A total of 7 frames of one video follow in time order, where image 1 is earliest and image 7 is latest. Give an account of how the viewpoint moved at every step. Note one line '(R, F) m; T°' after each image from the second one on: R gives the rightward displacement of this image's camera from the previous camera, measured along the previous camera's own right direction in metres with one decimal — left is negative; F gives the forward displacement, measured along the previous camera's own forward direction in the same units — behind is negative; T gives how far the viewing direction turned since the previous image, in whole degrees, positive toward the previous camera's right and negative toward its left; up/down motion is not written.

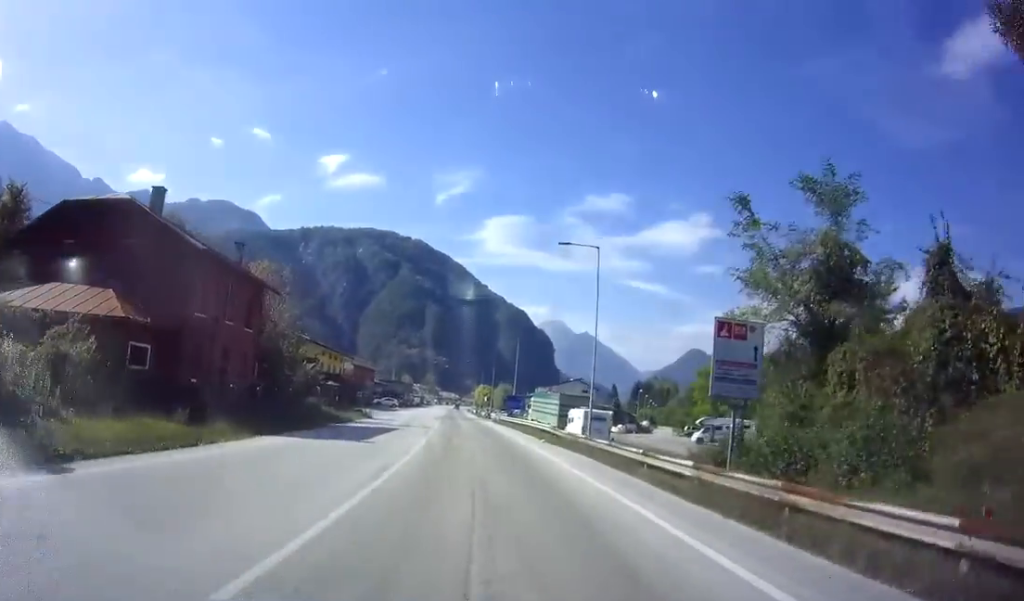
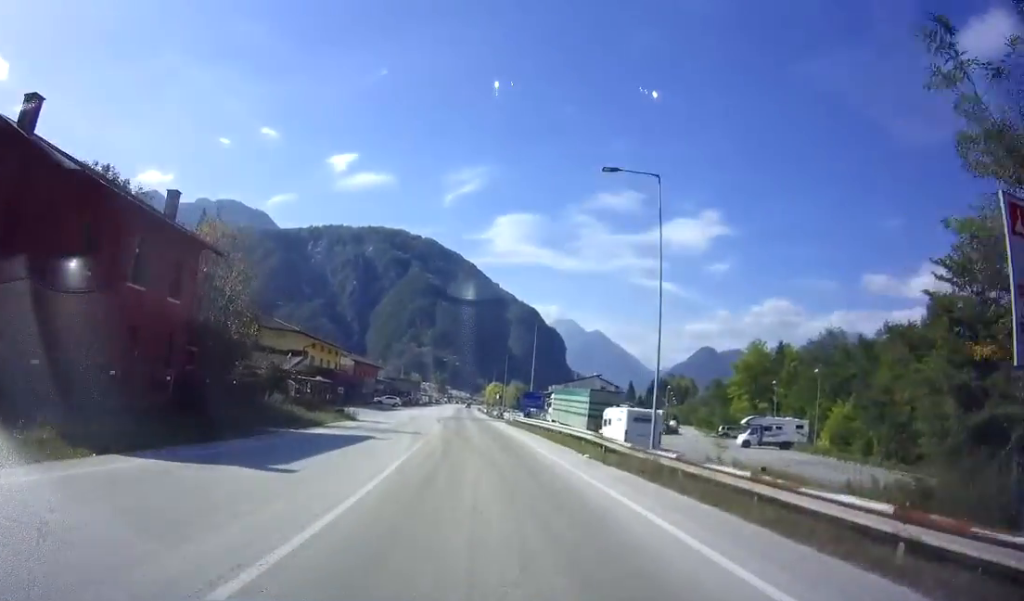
(+0.1, +10.1) m; -1°
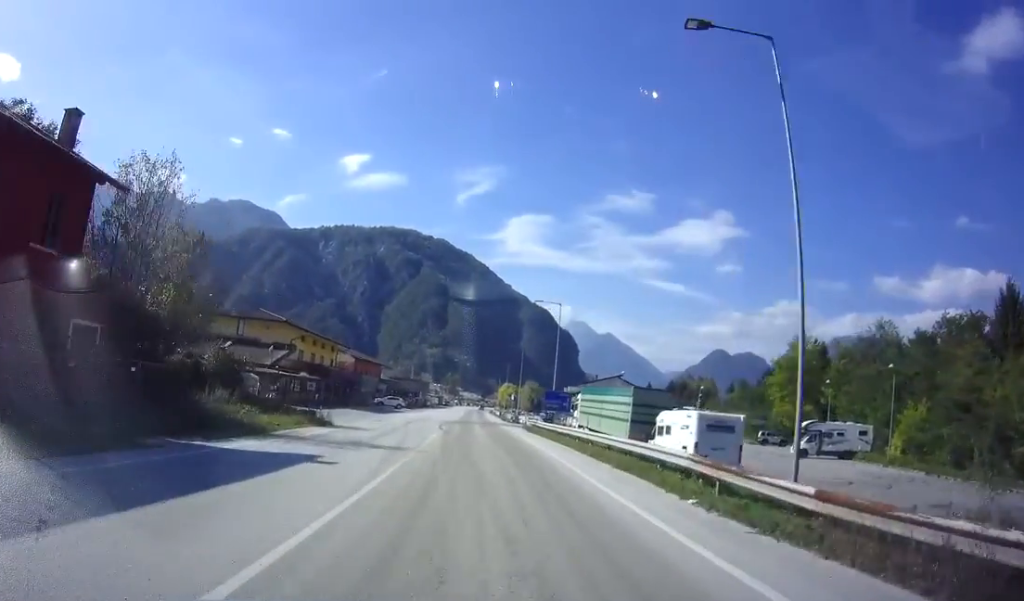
(-0.2, +9.1) m; -2°
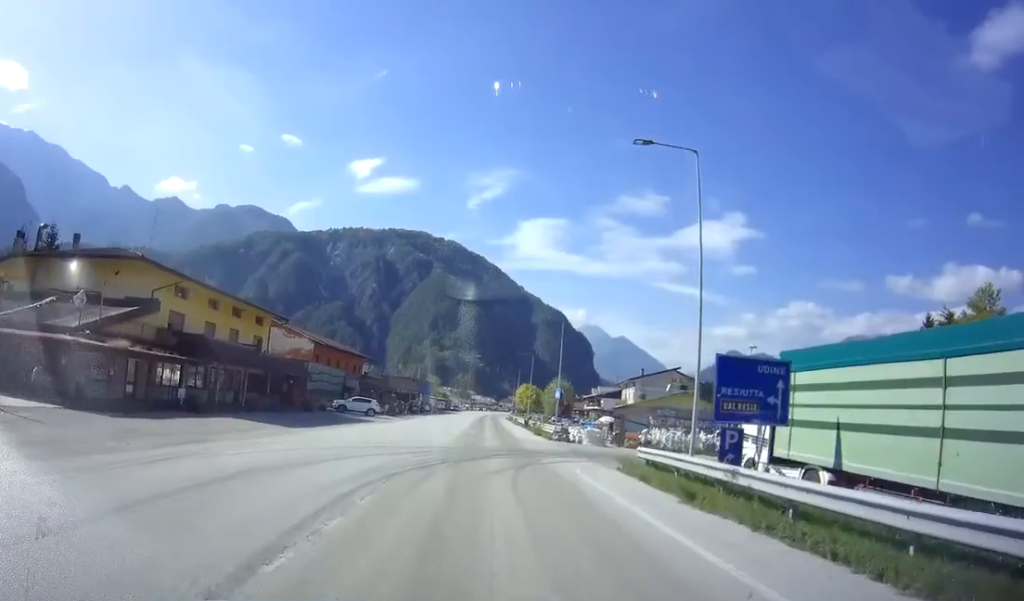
(-0.3, +28.9) m; -2°
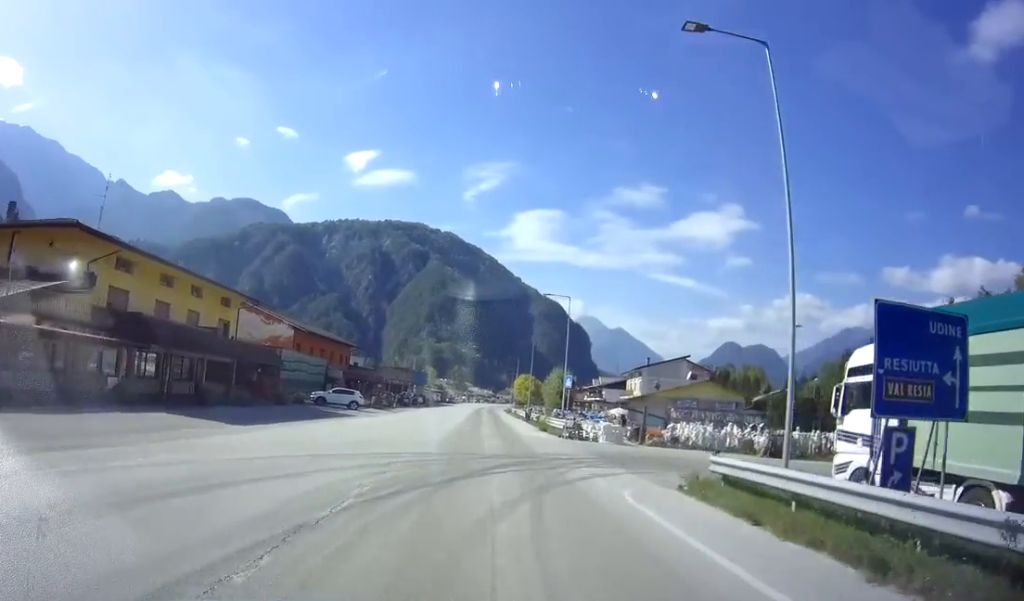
(0.0, +5.4) m; +2°
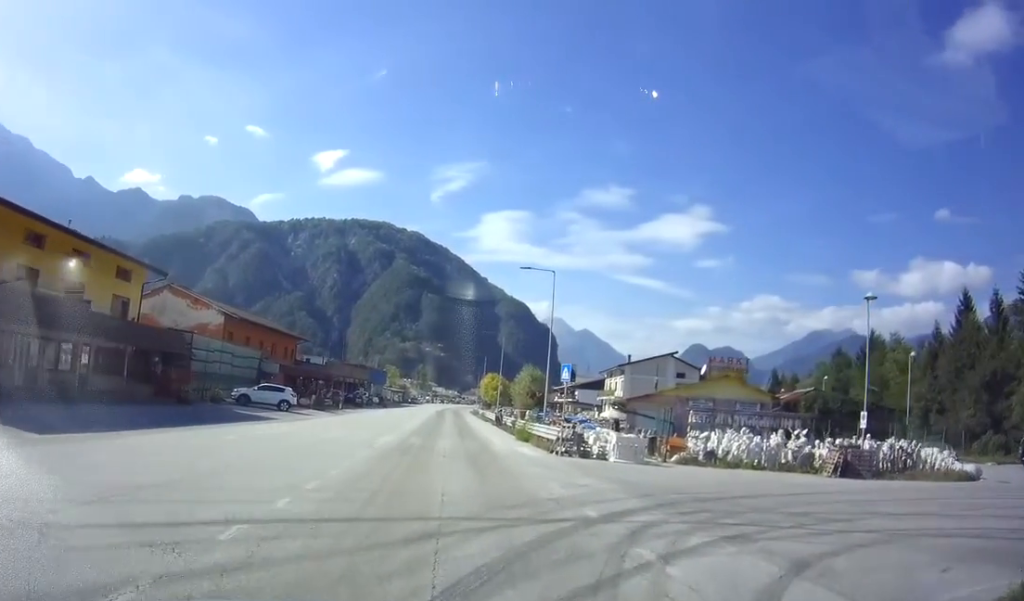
(+0.7, +8.6) m; +13°
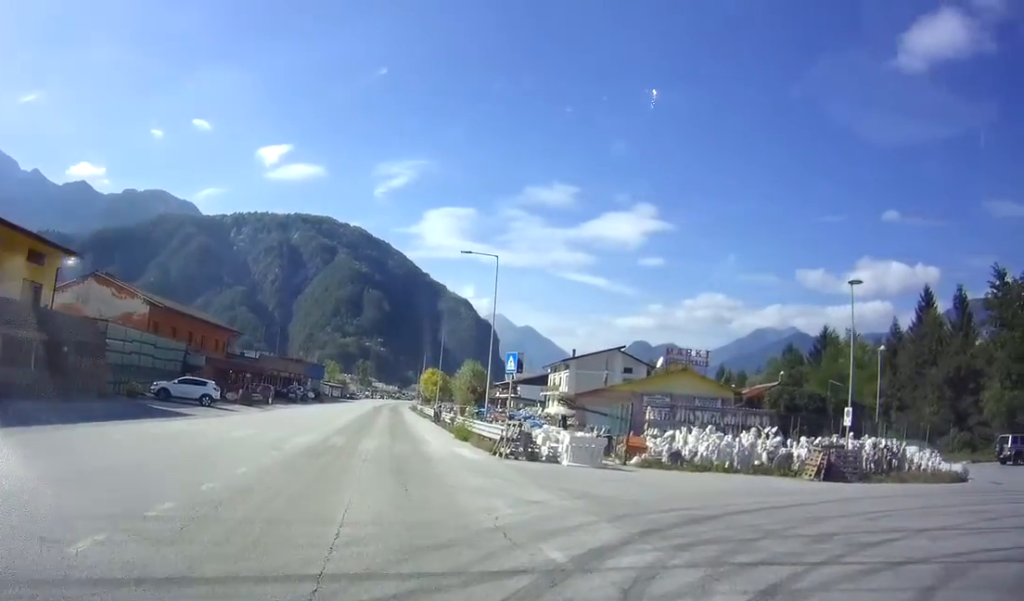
(+0.2, +2.7) m; +7°
